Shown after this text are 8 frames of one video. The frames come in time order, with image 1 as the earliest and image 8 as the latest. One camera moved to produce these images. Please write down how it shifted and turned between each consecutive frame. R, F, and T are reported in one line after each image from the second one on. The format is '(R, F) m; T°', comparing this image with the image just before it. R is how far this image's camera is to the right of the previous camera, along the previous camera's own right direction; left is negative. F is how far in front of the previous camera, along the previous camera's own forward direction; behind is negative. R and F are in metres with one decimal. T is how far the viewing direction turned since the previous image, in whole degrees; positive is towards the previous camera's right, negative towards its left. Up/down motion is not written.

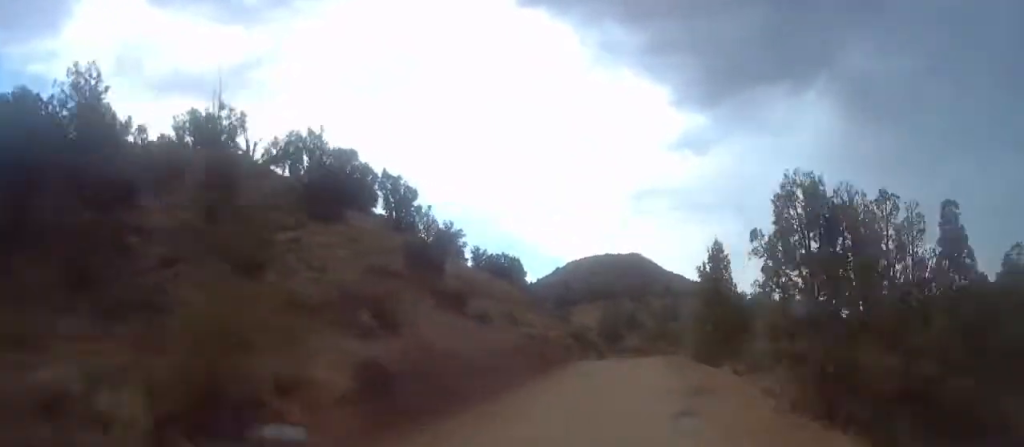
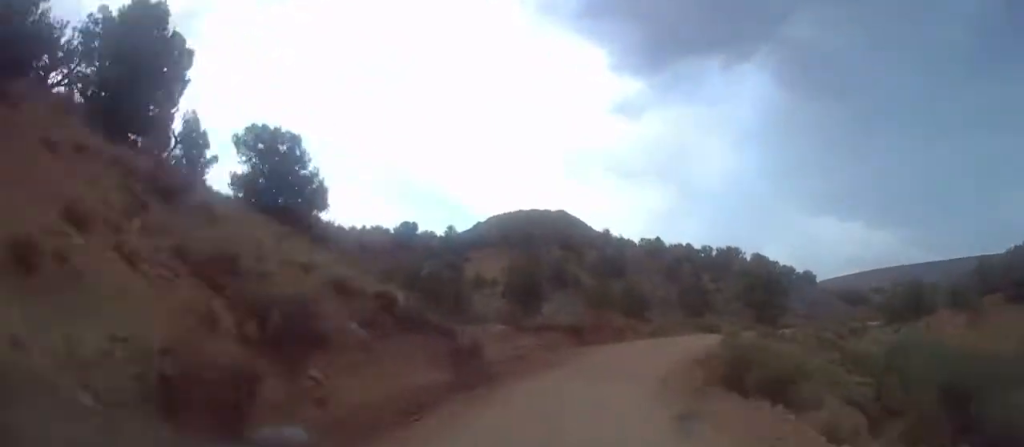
(+5.2, +42.4) m; +13°
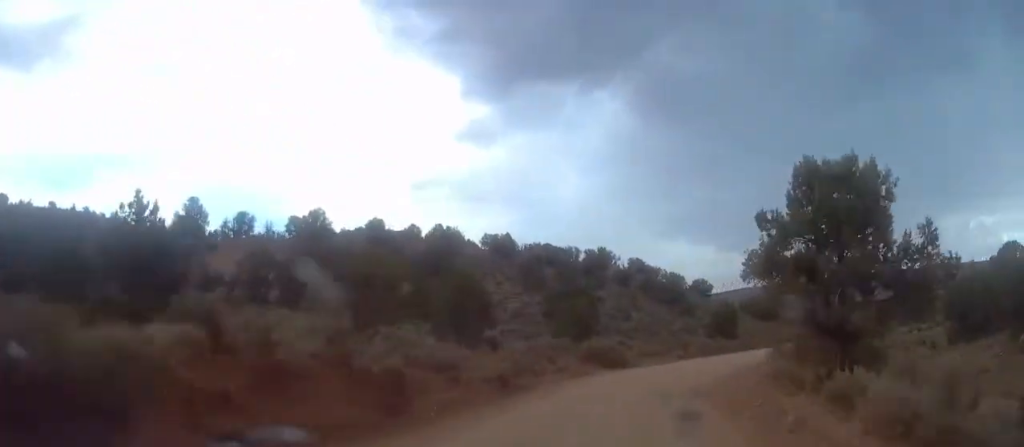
(+2.4, +34.5) m; +8°
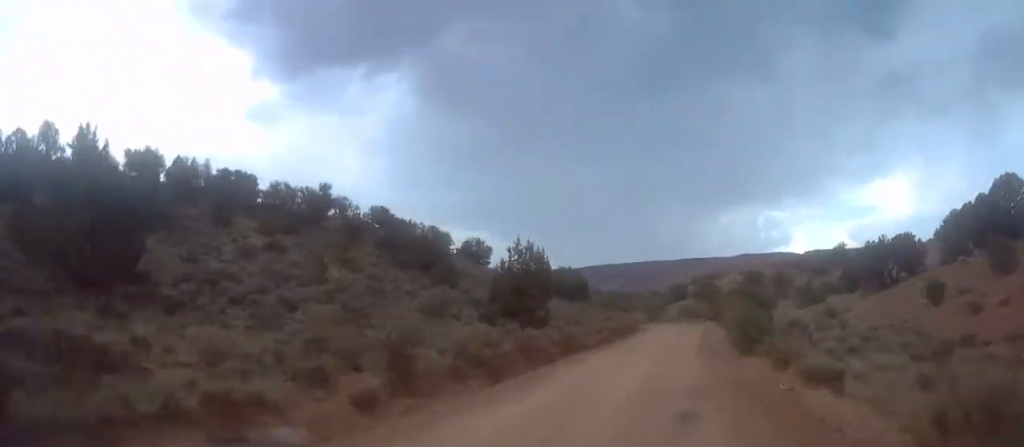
(+2.6, +38.6) m; +14°
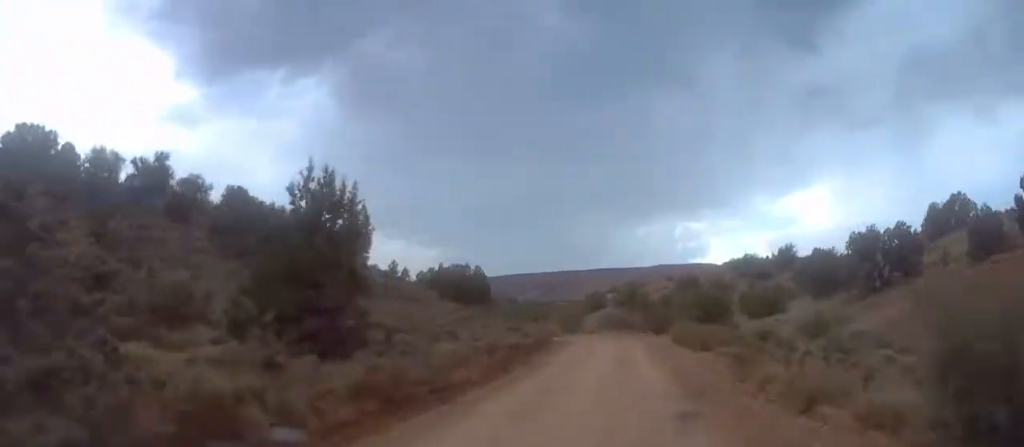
(+2.8, +17.1) m; +7°
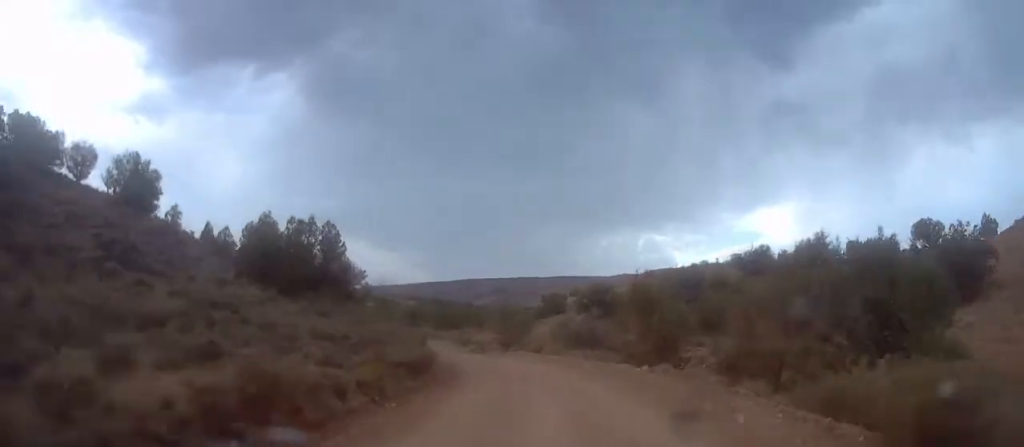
(+2.8, +32.8) m; +2°
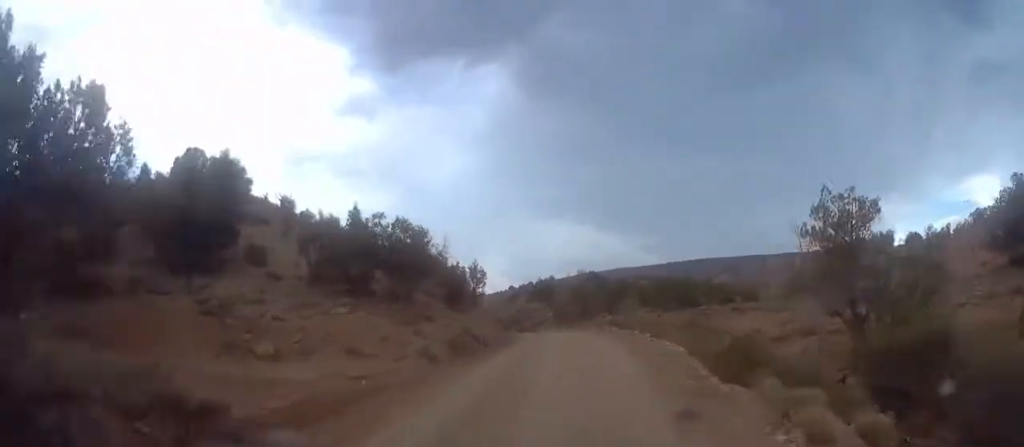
(-3.5, +54.9) m; -15°
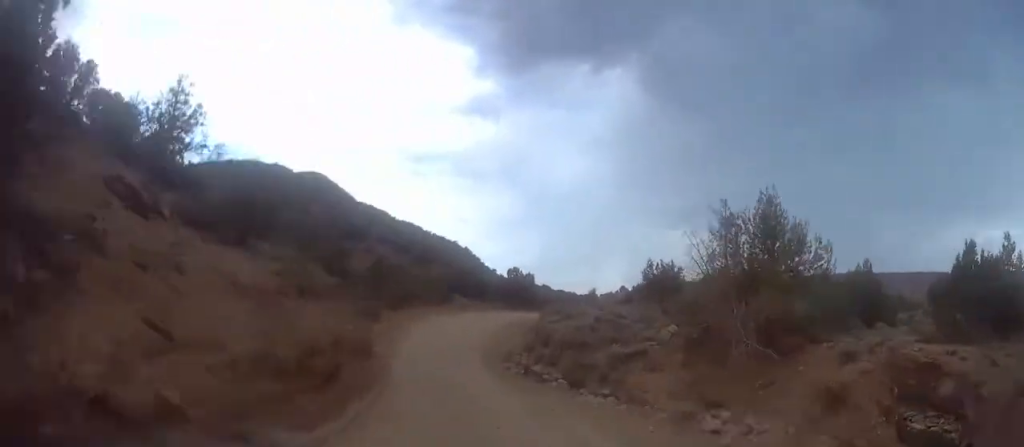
(-6.3, +43.5) m; -8°
